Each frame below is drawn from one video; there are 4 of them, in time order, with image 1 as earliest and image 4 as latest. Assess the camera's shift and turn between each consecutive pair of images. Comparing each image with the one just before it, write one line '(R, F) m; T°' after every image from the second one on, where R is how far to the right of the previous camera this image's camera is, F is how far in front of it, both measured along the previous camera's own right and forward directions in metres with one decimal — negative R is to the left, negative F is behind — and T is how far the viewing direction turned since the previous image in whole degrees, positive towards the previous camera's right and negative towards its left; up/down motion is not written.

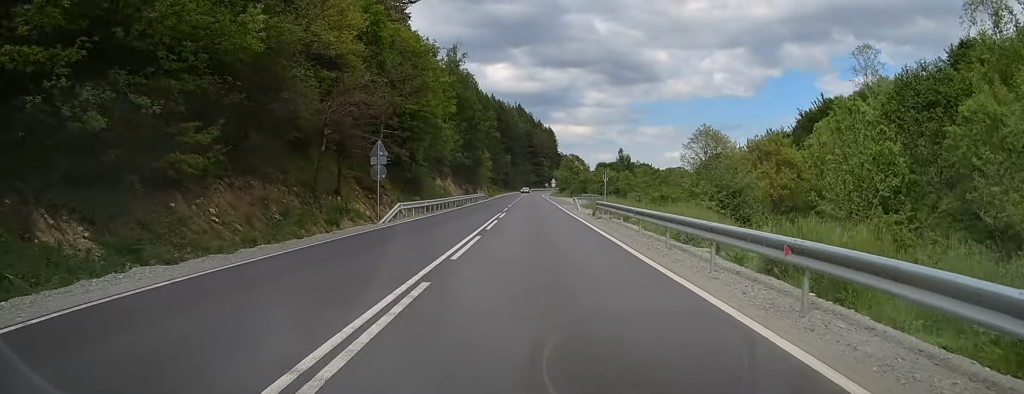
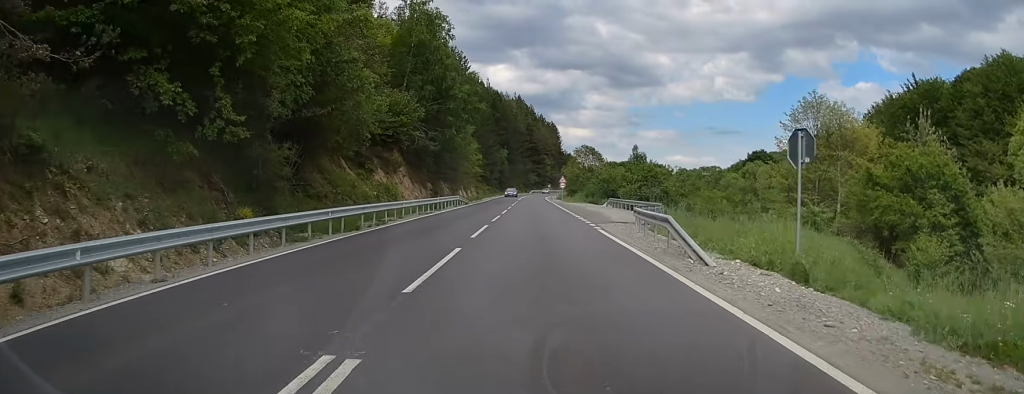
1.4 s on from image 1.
(0.0, +31.9) m; 0°
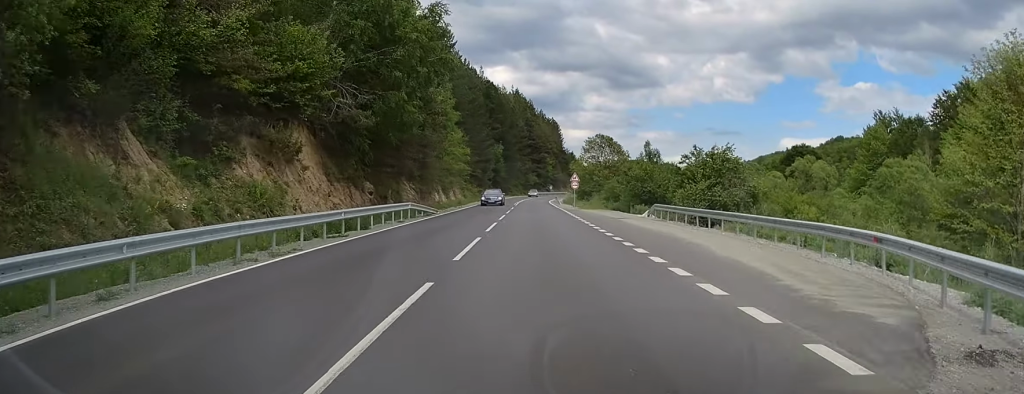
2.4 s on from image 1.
(0.0, +23.4) m; 0°
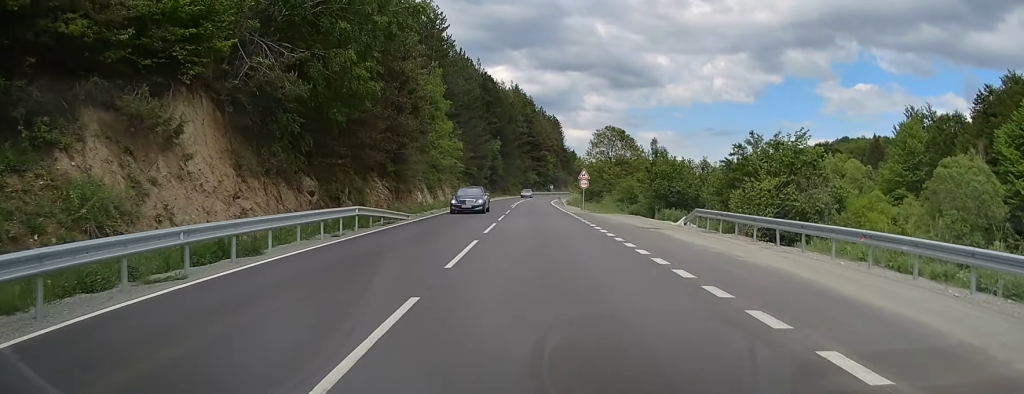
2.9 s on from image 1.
(0.0, +10.4) m; 0°
